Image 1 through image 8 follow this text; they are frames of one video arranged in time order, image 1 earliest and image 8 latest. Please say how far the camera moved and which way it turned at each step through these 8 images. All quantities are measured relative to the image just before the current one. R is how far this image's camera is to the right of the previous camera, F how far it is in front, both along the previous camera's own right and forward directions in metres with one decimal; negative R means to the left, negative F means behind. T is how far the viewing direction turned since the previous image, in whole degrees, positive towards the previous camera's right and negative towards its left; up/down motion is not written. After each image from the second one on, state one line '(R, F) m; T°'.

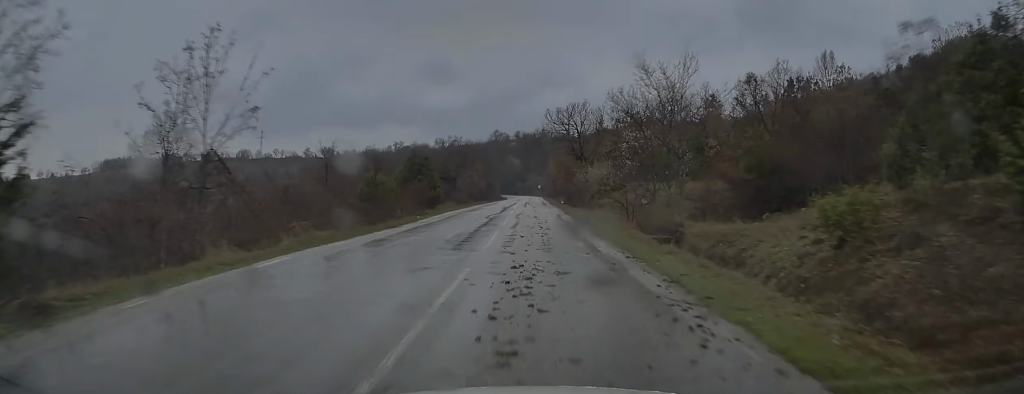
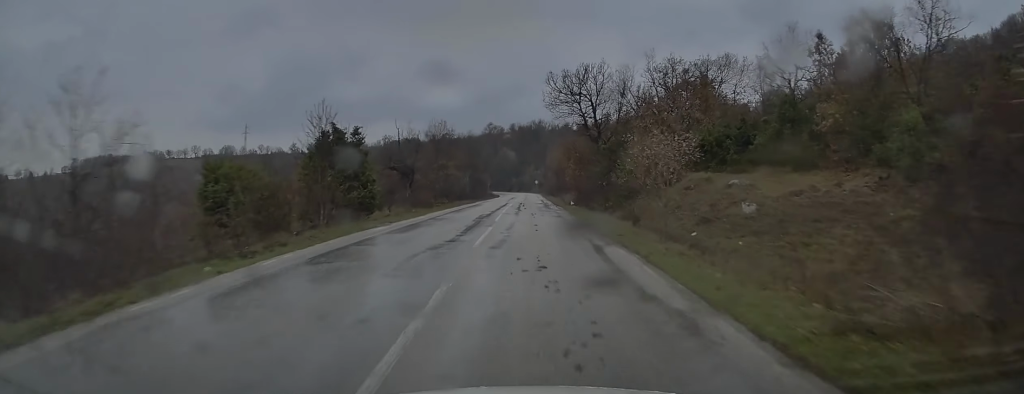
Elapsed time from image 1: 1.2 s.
(0.0, +19.2) m; 0°
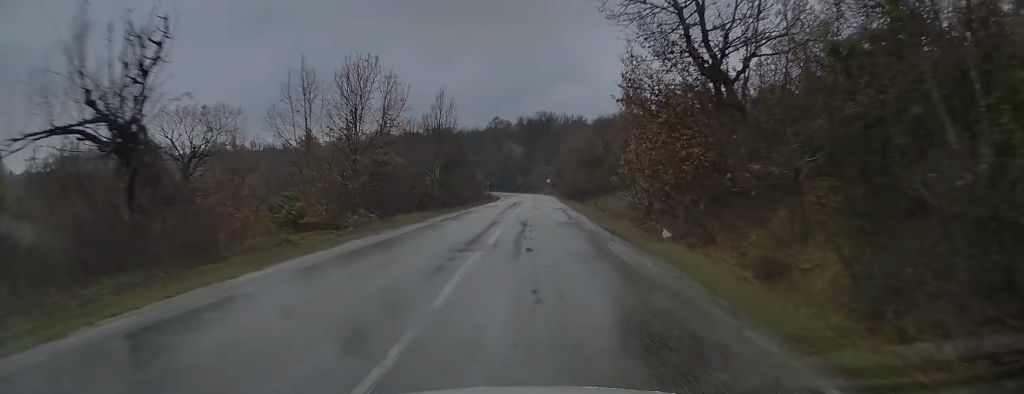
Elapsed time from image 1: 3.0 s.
(+0.1, +28.4) m; 0°
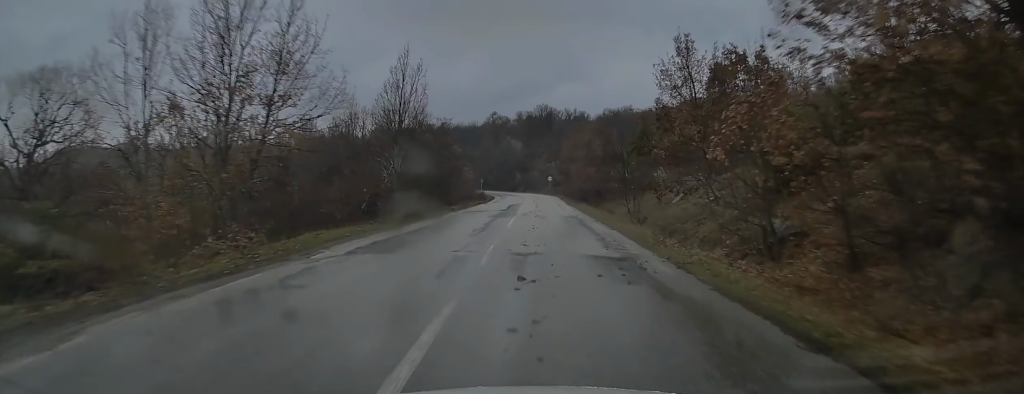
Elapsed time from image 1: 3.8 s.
(-0.2, +12.8) m; 0°
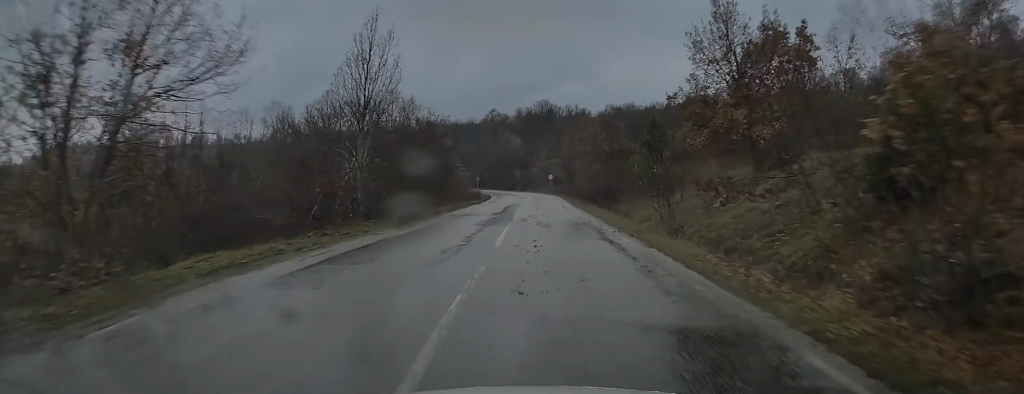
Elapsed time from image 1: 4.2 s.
(0.0, +6.4) m; 0°
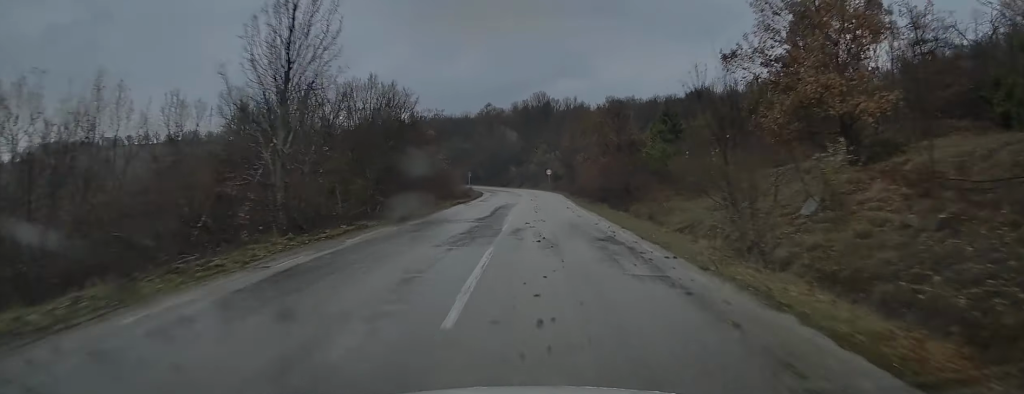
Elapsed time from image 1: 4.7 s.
(0.0, +7.4) m; 0°
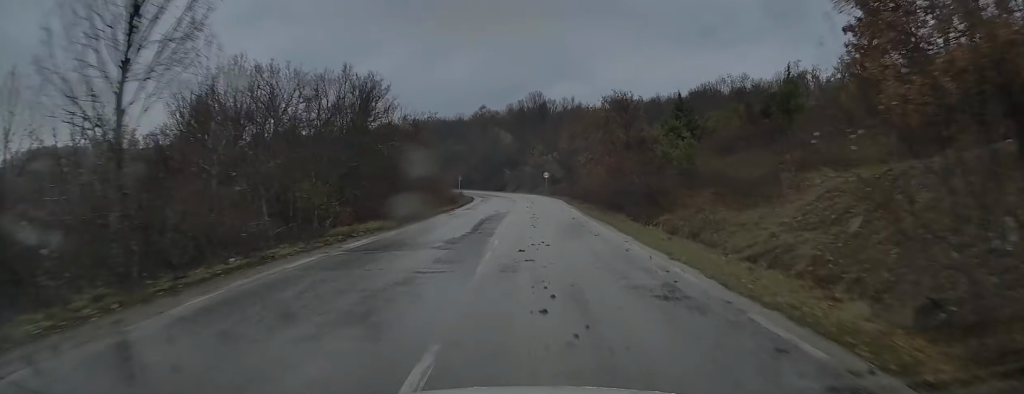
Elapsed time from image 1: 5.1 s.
(0.0, +6.8) m; 0°
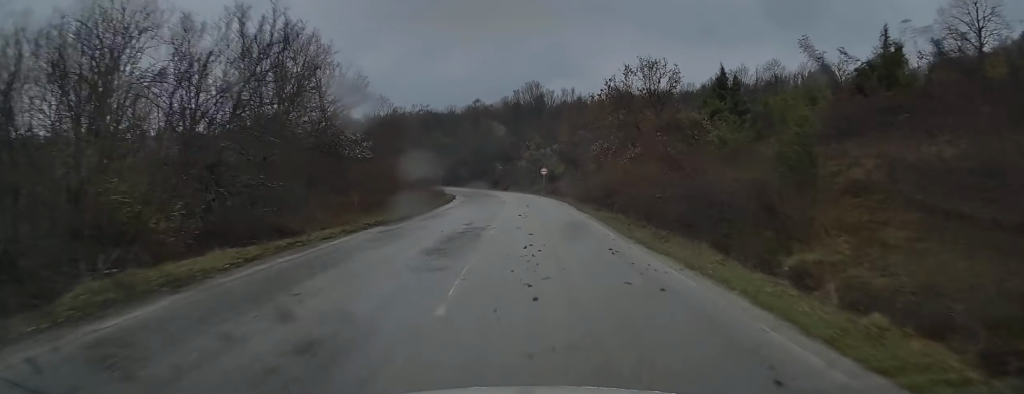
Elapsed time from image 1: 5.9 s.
(0.0, +12.5) m; 0°
